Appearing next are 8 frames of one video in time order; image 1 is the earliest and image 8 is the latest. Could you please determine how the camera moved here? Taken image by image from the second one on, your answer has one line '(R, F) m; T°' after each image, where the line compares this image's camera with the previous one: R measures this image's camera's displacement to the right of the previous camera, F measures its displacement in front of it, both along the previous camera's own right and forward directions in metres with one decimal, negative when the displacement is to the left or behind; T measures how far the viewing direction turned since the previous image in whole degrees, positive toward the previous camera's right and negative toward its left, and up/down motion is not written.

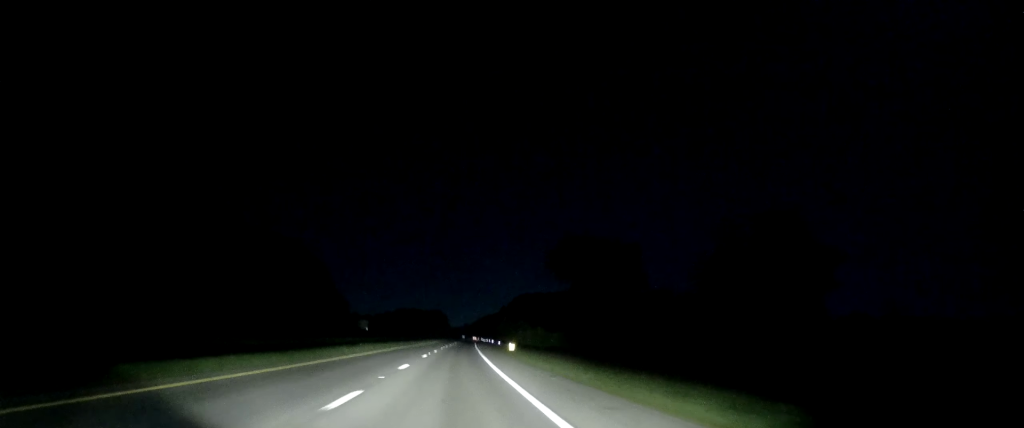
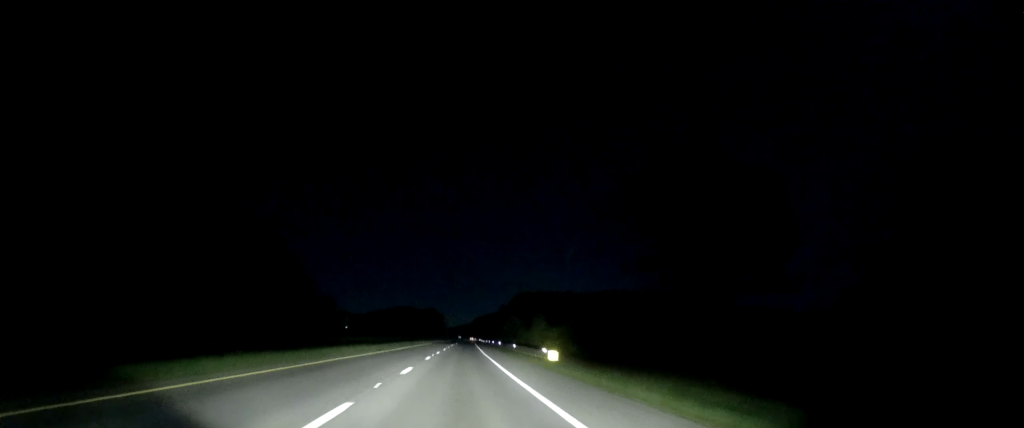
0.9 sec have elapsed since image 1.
(+0.4, +26.9) m; 0°
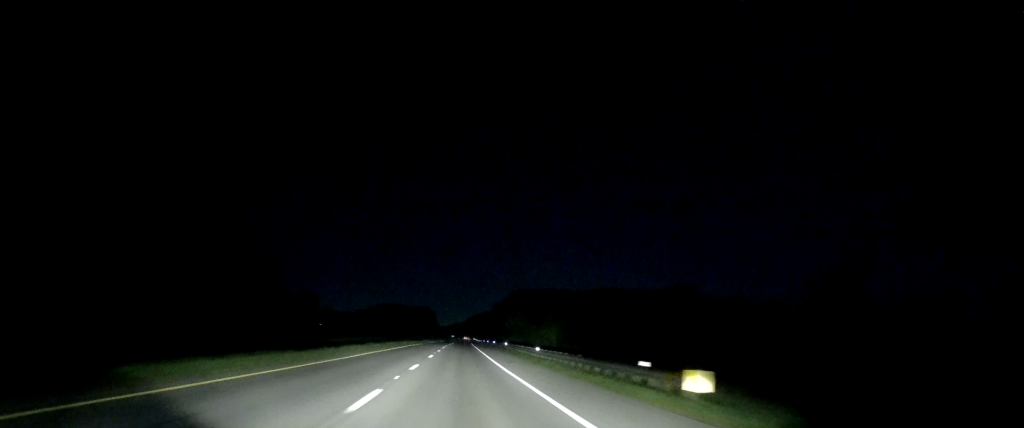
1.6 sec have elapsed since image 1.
(-0.5, +21.7) m; 0°
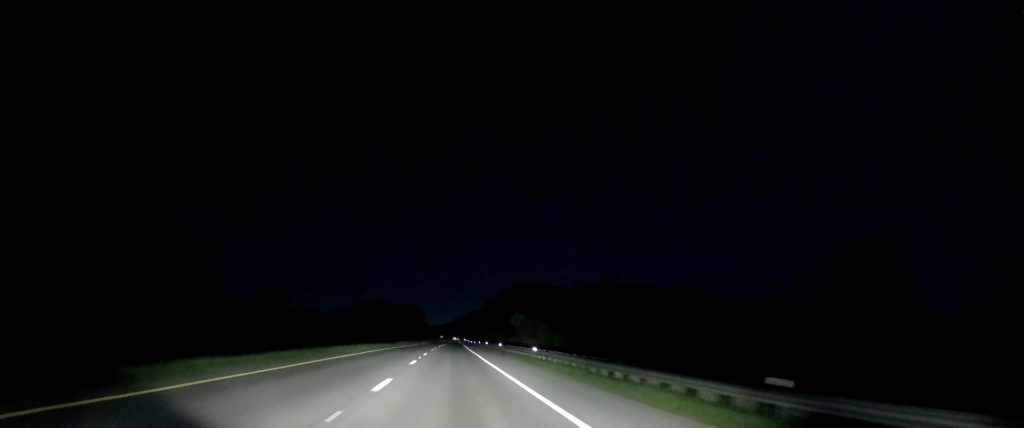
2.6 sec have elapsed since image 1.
(+0.5, +32.9) m; +1°
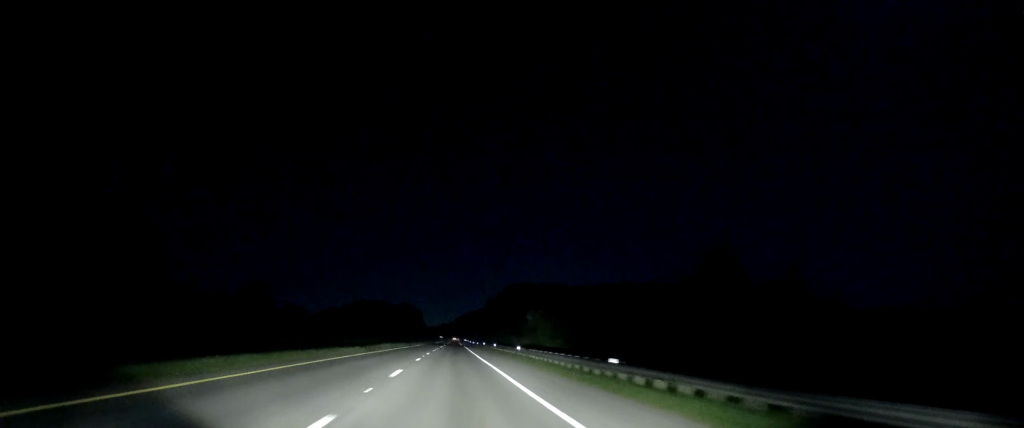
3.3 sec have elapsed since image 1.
(+0.1, +19.5) m; 0°
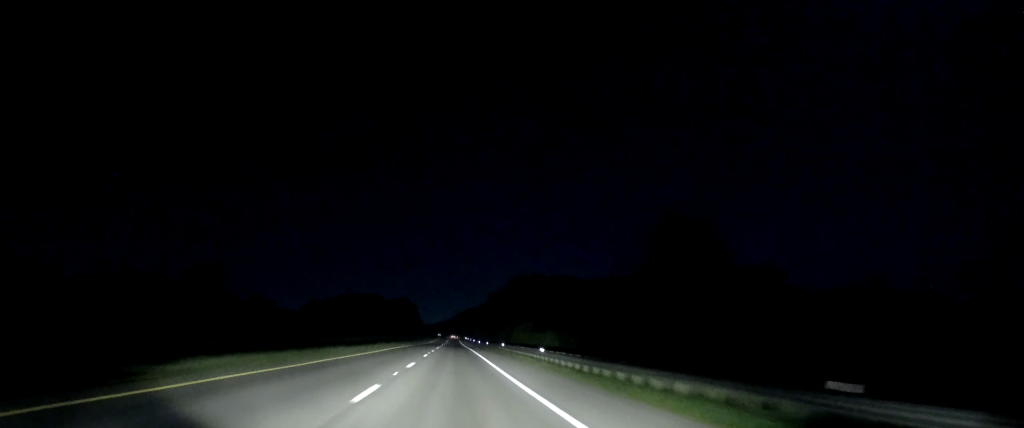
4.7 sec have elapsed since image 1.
(-0.4, +44.6) m; 0°
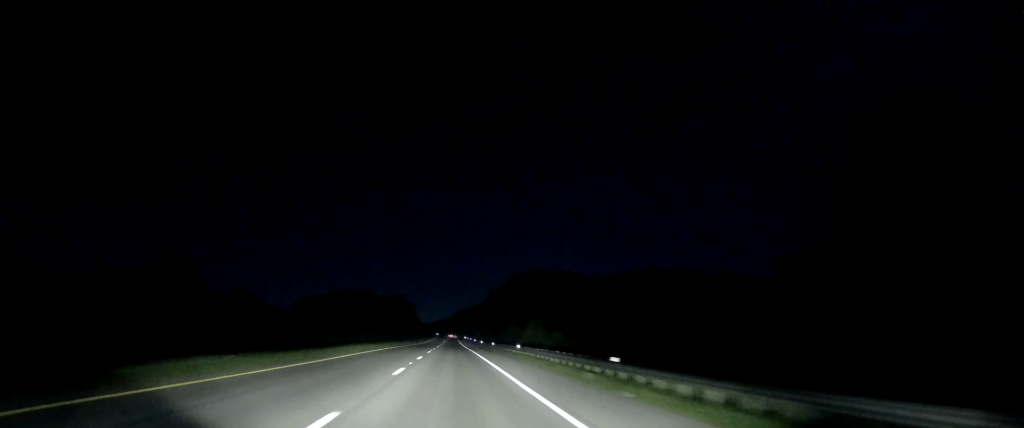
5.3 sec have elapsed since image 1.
(+0.4, +17.6) m; +1°
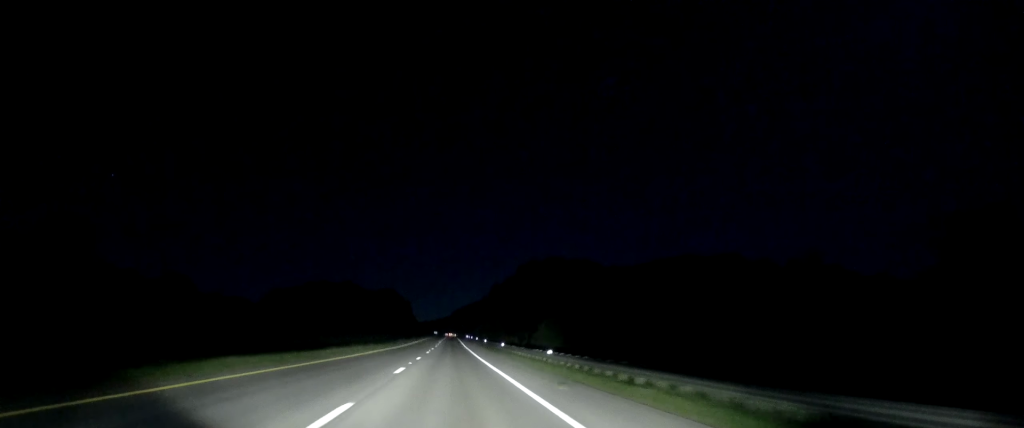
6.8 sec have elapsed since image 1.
(+0.5, +48.0) m; 0°
